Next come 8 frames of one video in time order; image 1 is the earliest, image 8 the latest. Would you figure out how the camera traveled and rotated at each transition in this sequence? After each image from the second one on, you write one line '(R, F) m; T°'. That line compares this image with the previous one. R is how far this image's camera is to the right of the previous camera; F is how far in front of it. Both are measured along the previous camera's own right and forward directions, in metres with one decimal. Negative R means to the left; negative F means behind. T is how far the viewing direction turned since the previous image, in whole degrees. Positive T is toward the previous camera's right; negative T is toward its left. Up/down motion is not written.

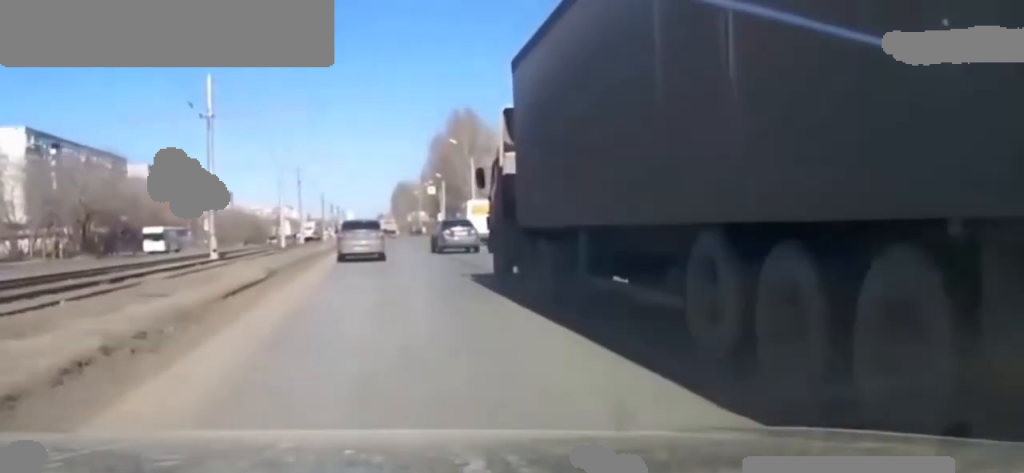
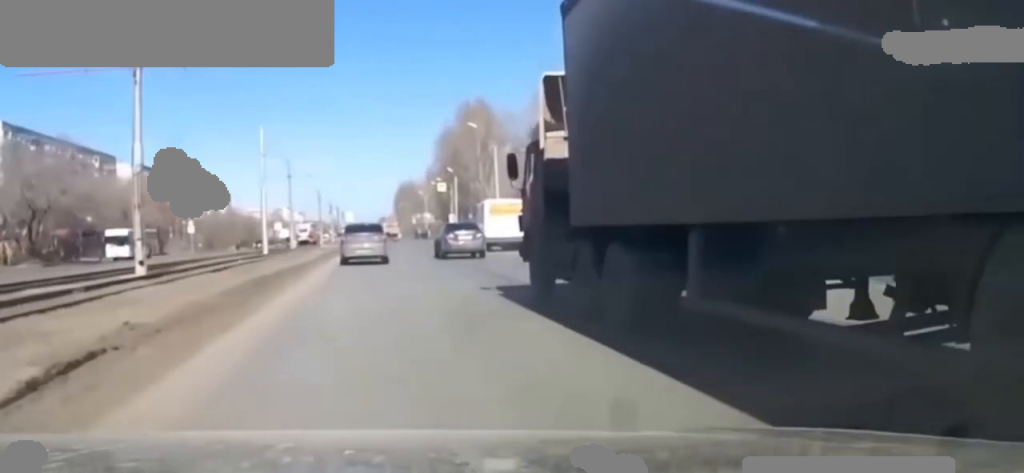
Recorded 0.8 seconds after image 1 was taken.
(0.0, +14.2) m; 0°
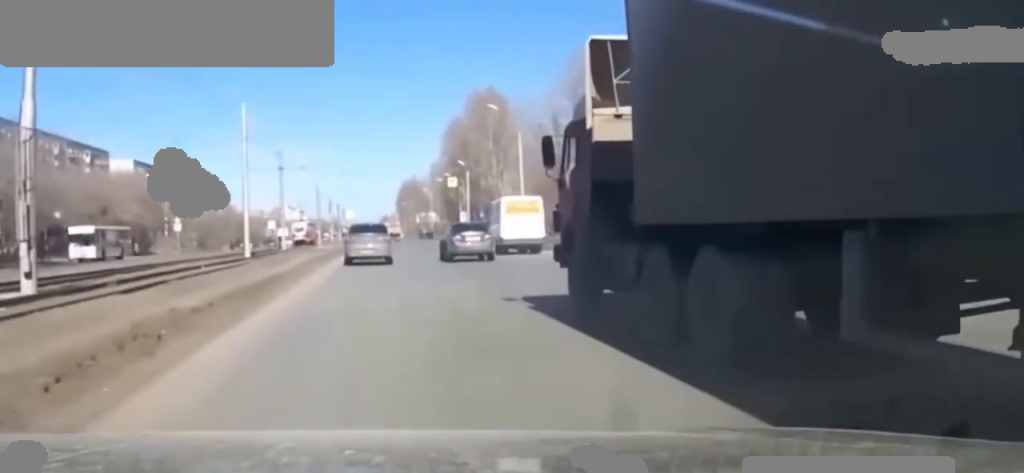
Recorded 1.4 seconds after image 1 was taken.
(0.0, +9.8) m; 0°
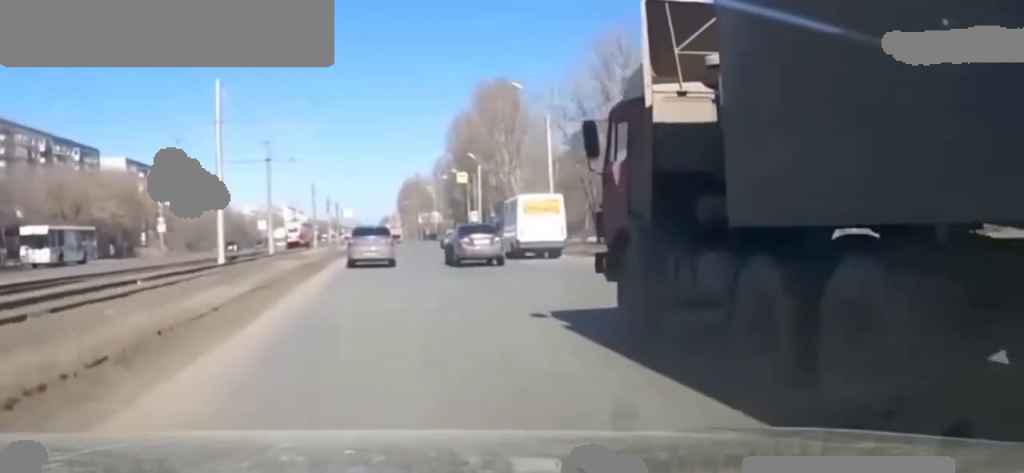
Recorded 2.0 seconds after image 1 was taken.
(0.0, +9.5) m; 0°
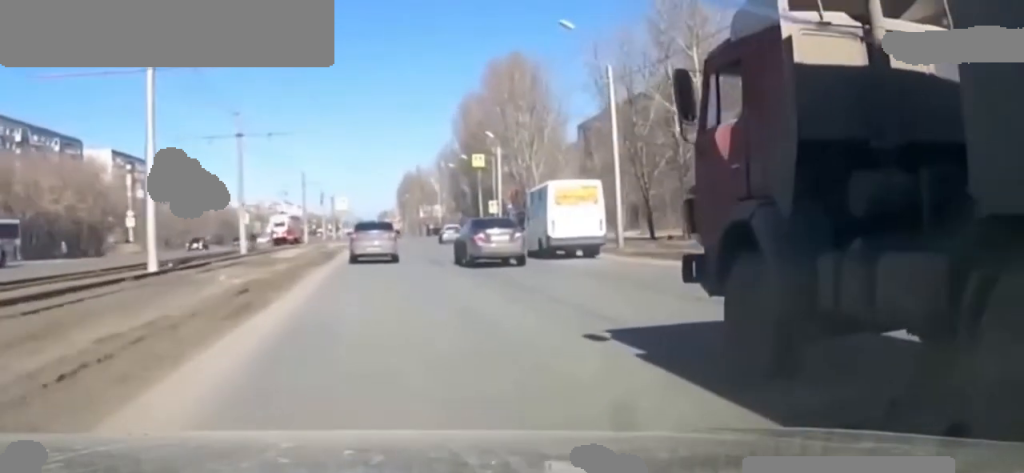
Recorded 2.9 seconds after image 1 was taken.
(0.0, +12.6) m; 0°
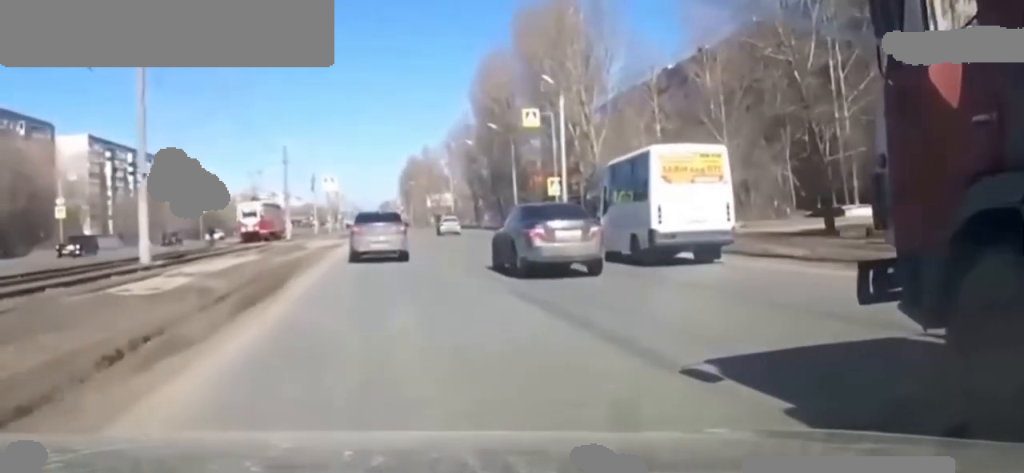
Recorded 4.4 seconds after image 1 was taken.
(0.0, +20.3) m; 0°
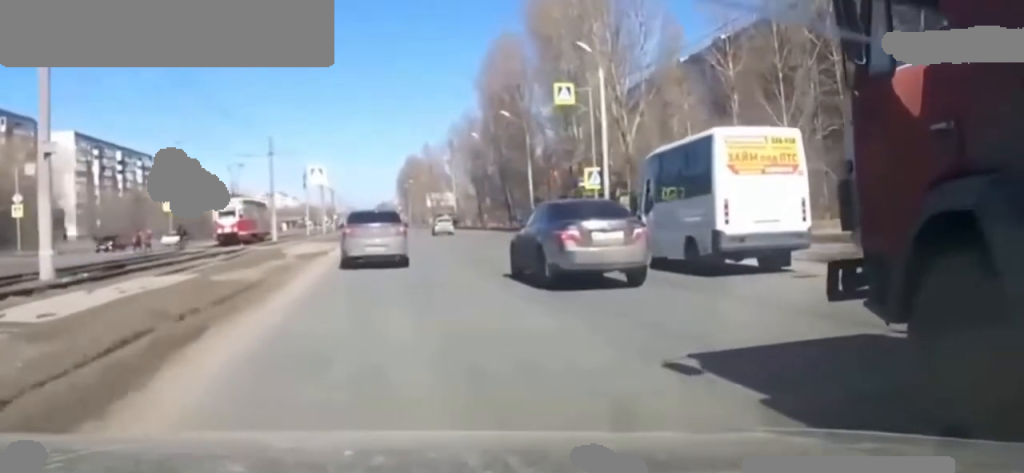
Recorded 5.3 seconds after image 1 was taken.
(0.0, +8.9) m; 0°
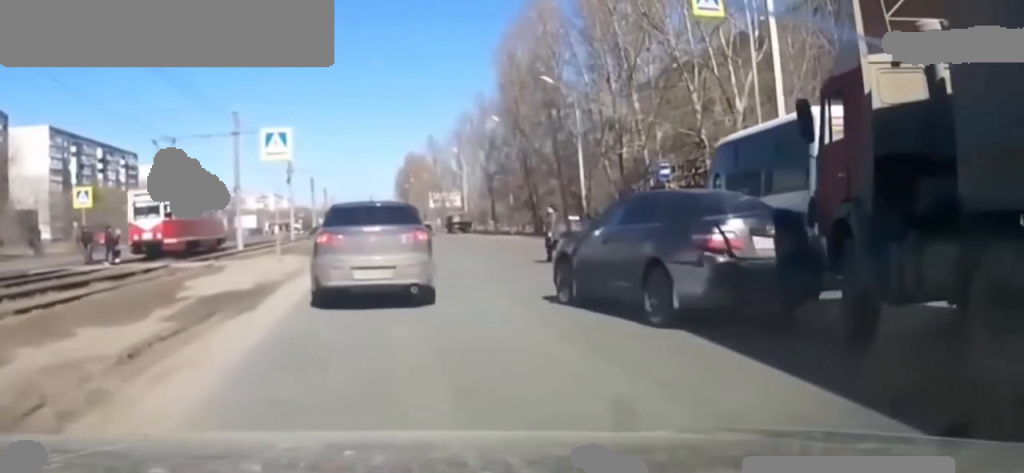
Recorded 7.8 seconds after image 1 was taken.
(+0.1, +16.9) m; 0°
